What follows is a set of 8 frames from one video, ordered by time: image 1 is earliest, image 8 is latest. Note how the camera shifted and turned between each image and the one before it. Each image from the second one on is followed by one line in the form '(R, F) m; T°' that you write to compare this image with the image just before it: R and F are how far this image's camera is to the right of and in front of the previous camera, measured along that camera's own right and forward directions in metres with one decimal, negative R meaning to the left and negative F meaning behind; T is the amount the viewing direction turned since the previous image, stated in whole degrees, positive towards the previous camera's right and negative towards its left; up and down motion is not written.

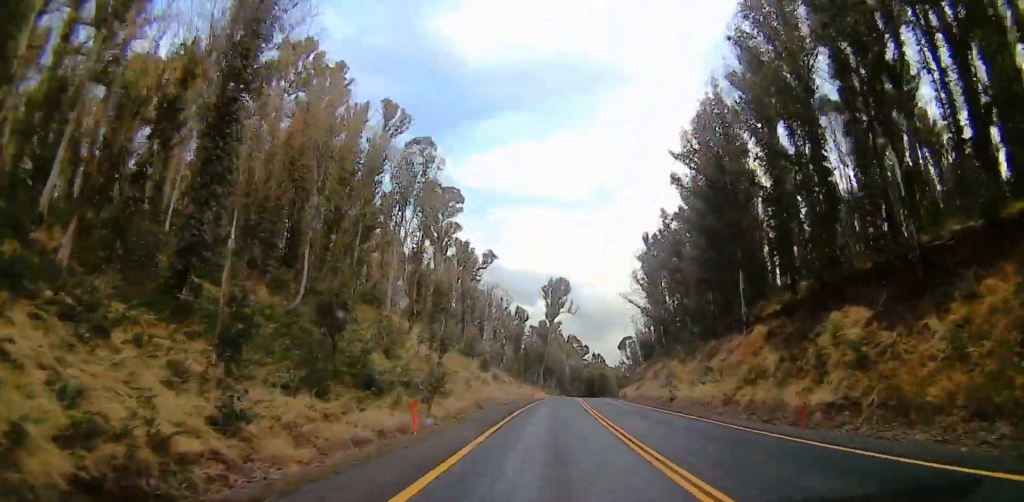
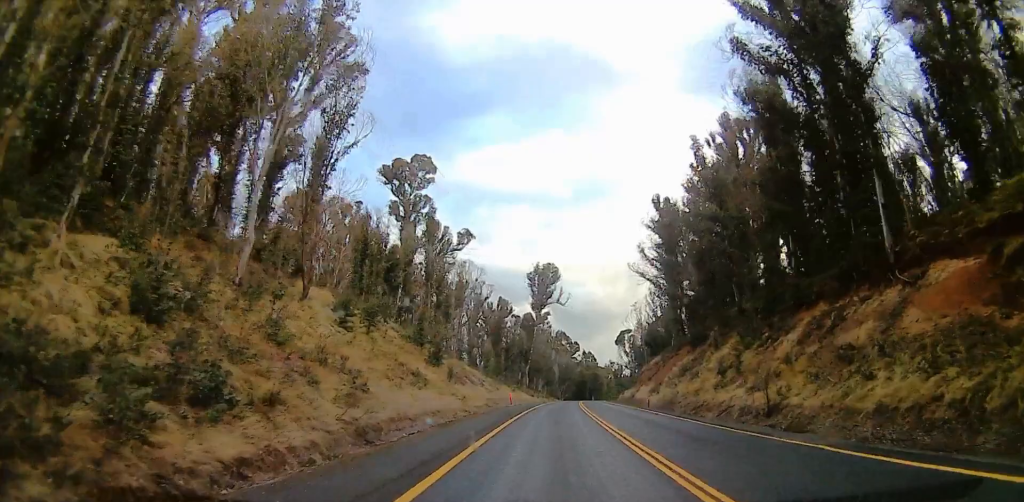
(+0.2, +25.2) m; +2°
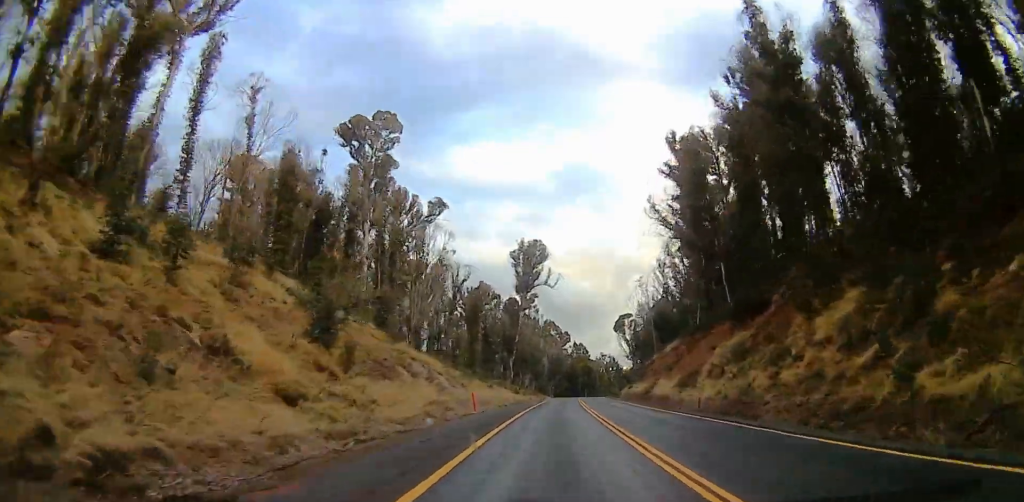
(+0.4, +21.2) m; +1°
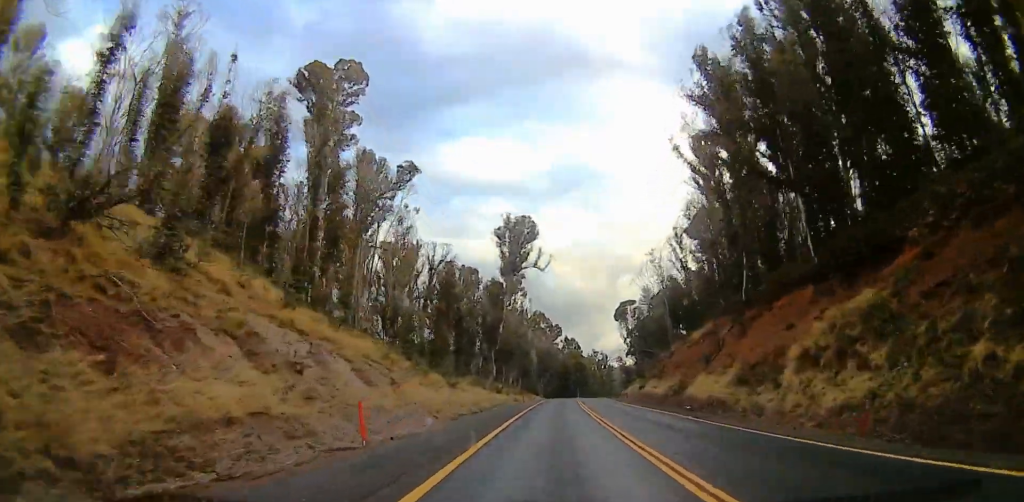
(0.0, +18.9) m; +1°
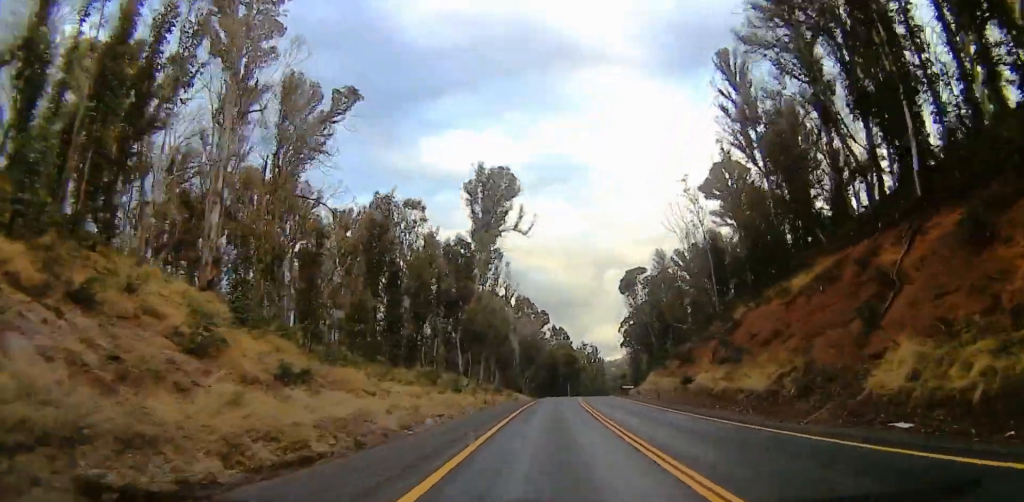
(+0.6, +25.1) m; +1°
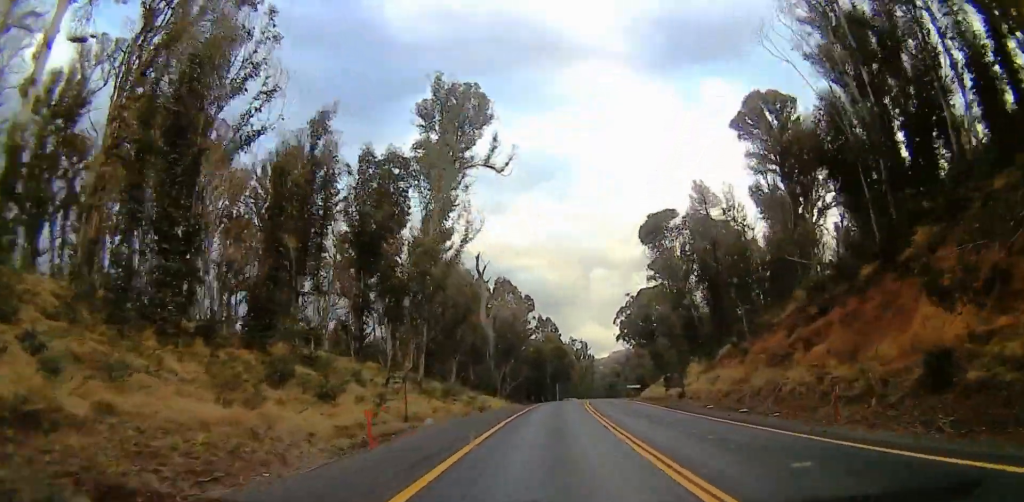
(-0.5, +26.0) m; 0°
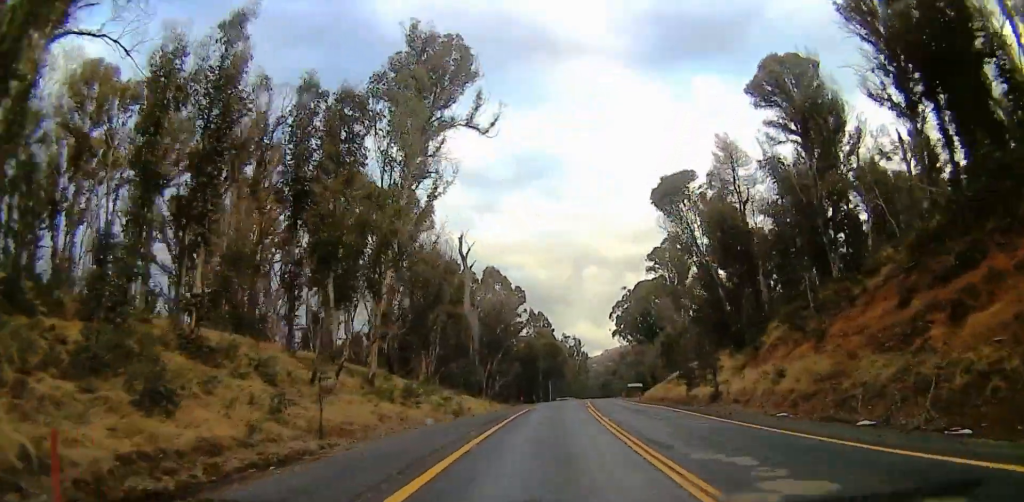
(+0.1, +11.4) m; +1°
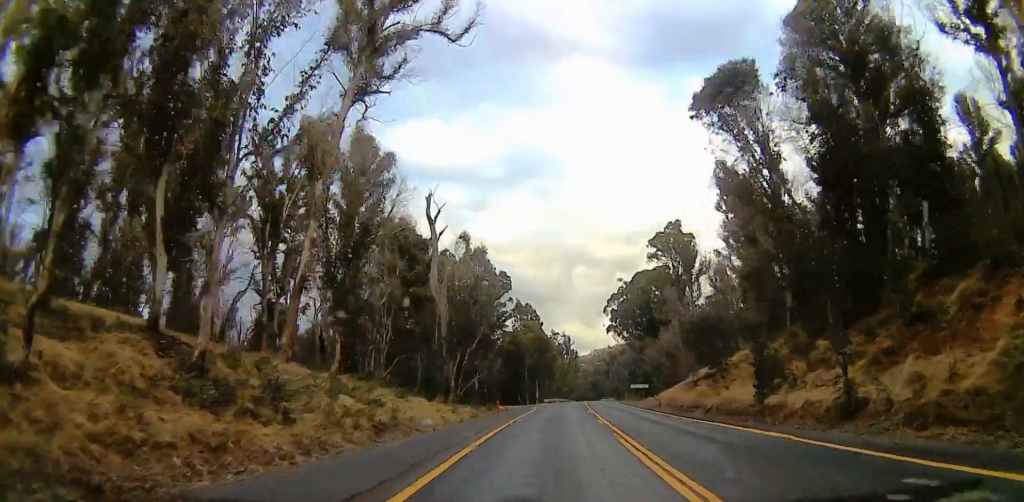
(+0.8, +19.4) m; +2°
